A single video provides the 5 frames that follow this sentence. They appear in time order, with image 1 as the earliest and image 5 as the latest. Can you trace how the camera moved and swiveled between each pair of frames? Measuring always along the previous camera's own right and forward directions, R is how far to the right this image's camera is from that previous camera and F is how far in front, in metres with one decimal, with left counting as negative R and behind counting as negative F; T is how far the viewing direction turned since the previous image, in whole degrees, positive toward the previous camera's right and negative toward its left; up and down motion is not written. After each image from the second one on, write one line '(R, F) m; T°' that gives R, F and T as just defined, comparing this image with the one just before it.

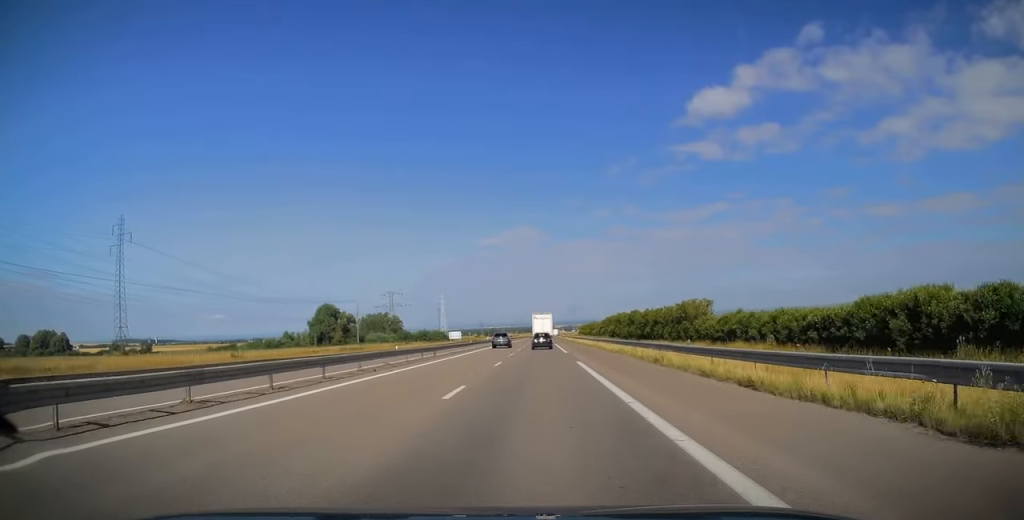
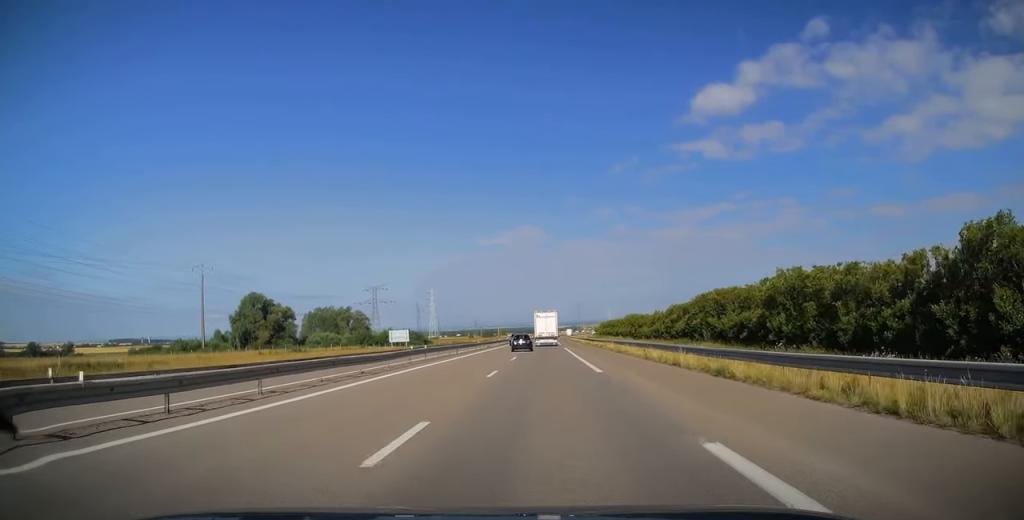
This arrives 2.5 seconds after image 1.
(-0.3, +72.9) m; -1°
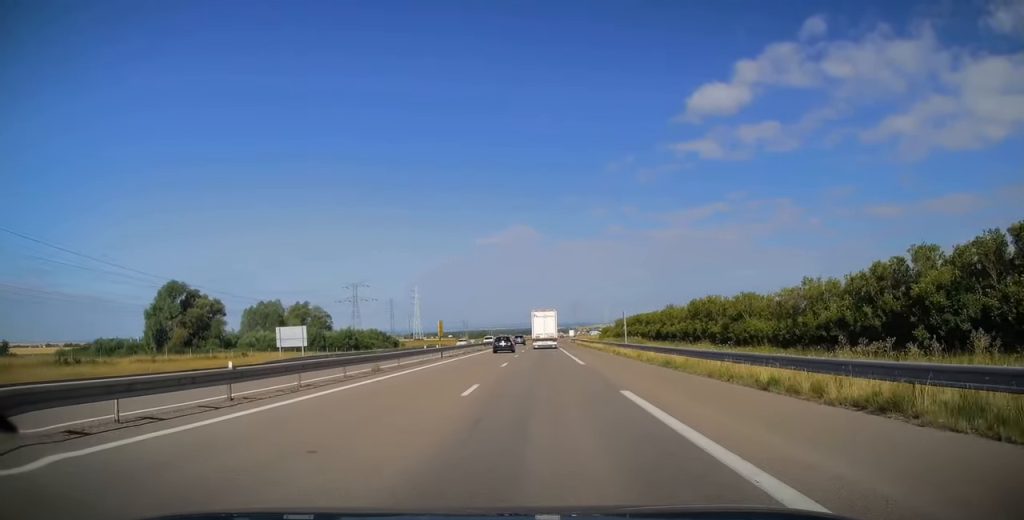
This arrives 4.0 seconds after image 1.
(+0.6, +45.2) m; +1°
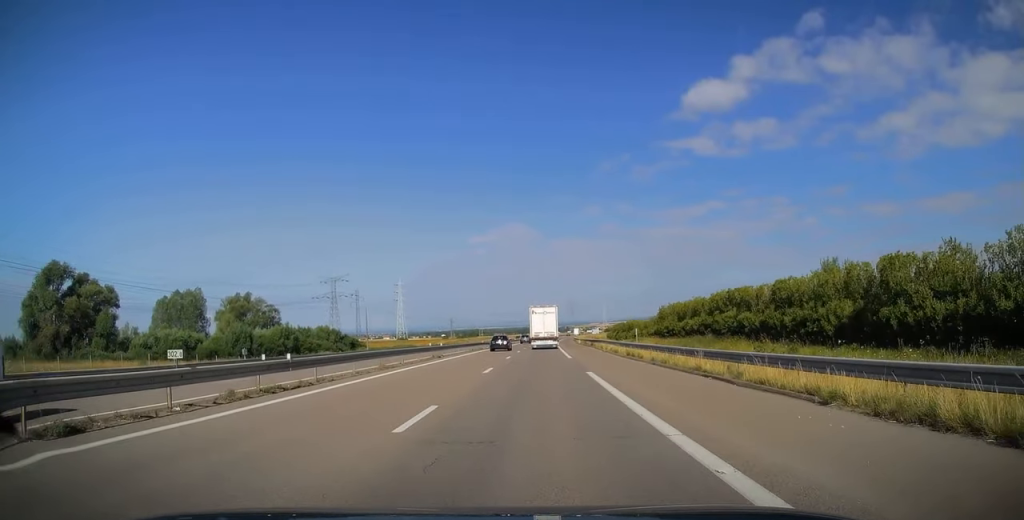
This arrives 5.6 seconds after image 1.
(+0.1, +45.9) m; 0°
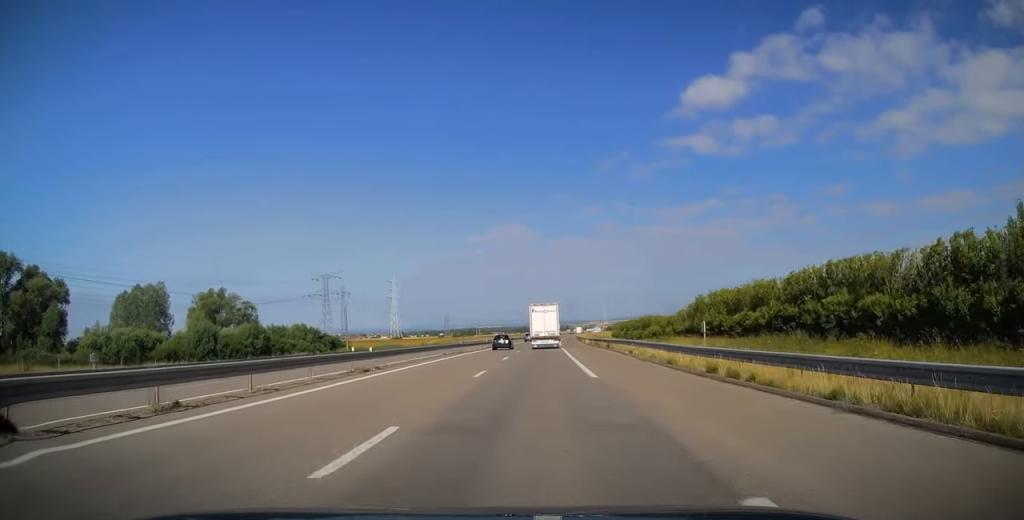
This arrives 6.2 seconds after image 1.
(0.0, +16.3) m; 0°
